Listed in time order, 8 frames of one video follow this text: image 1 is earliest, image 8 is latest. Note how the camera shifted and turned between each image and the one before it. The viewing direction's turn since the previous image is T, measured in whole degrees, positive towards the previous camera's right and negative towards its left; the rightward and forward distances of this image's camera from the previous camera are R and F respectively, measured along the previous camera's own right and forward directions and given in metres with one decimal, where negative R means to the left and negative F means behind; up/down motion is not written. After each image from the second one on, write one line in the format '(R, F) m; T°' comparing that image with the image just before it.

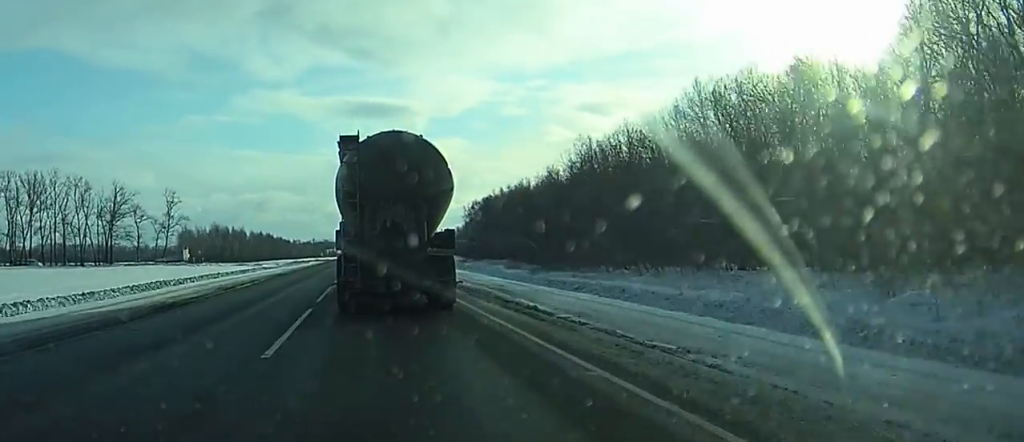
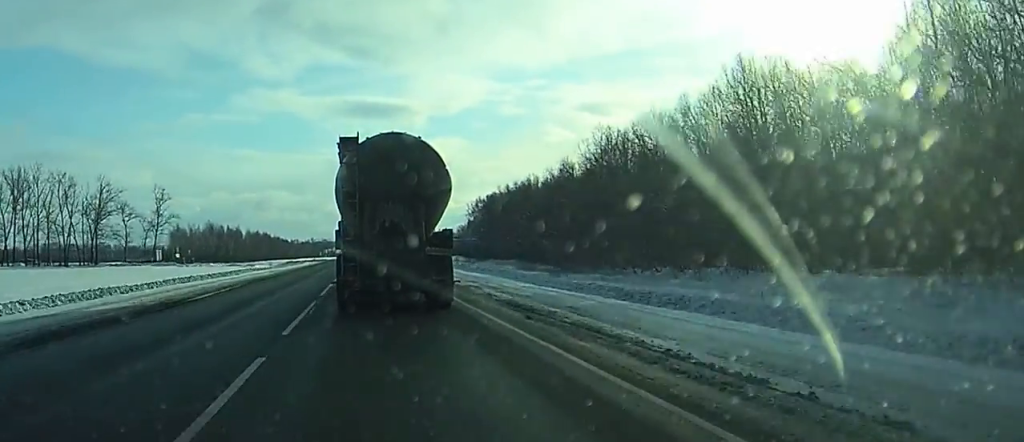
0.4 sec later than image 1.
(0.0, +9.1) m; 0°
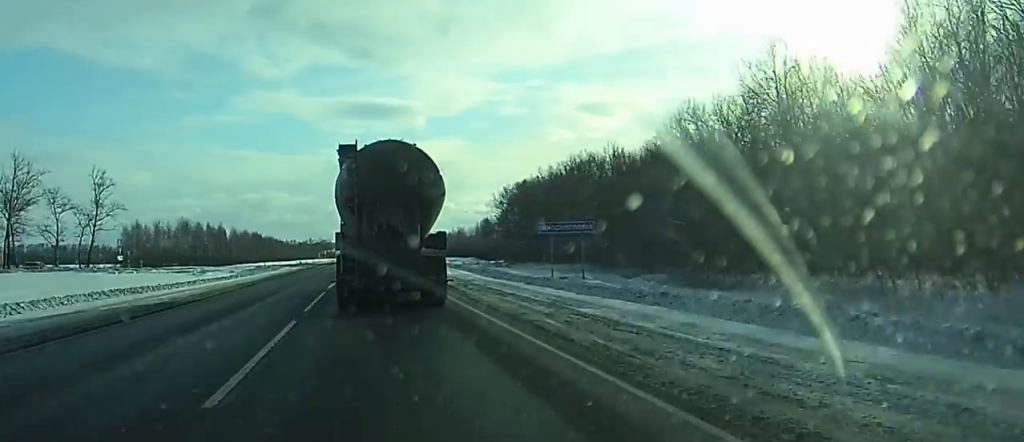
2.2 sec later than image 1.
(0.0, +42.3) m; 0°
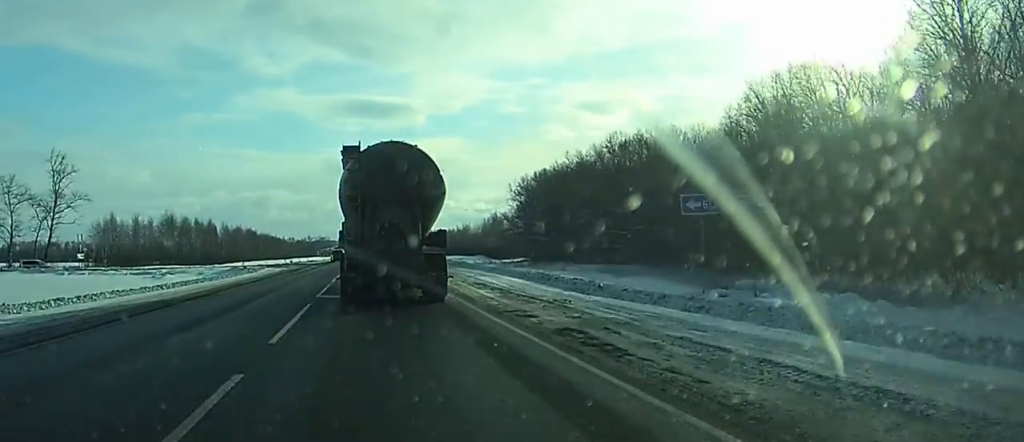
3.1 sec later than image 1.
(0.0, +19.4) m; 0°
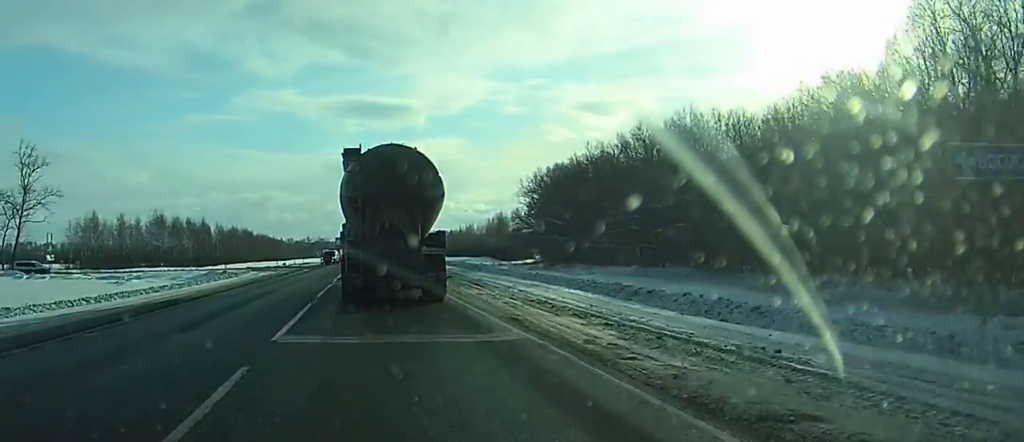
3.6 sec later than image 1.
(0.0, +11.6) m; 0°
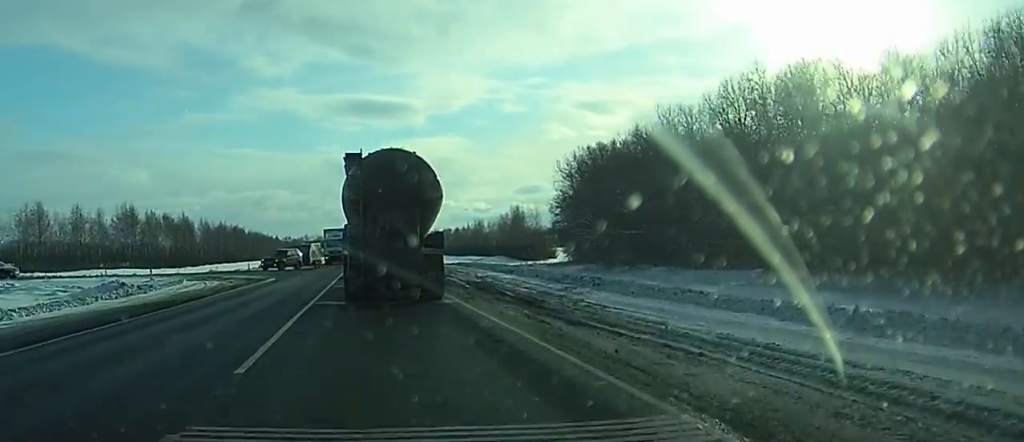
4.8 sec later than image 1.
(-0.1, +27.9) m; 0°
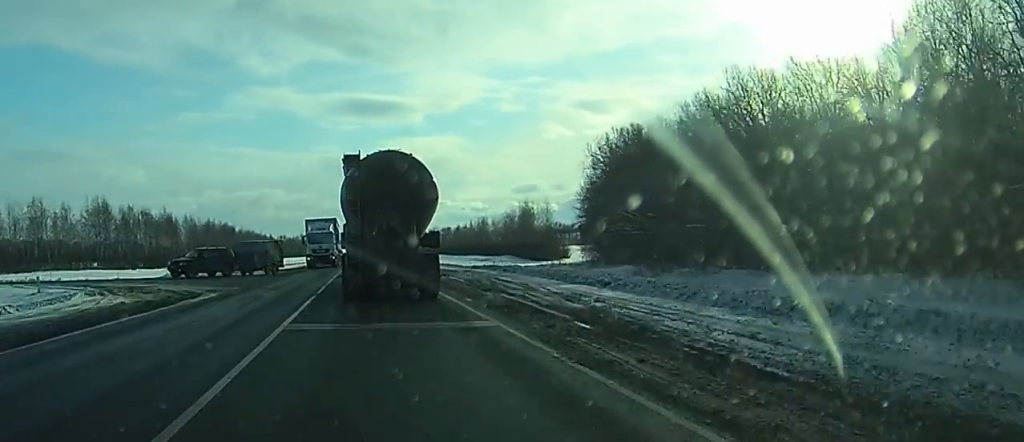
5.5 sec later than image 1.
(+0.1, +17.8) m; 0°
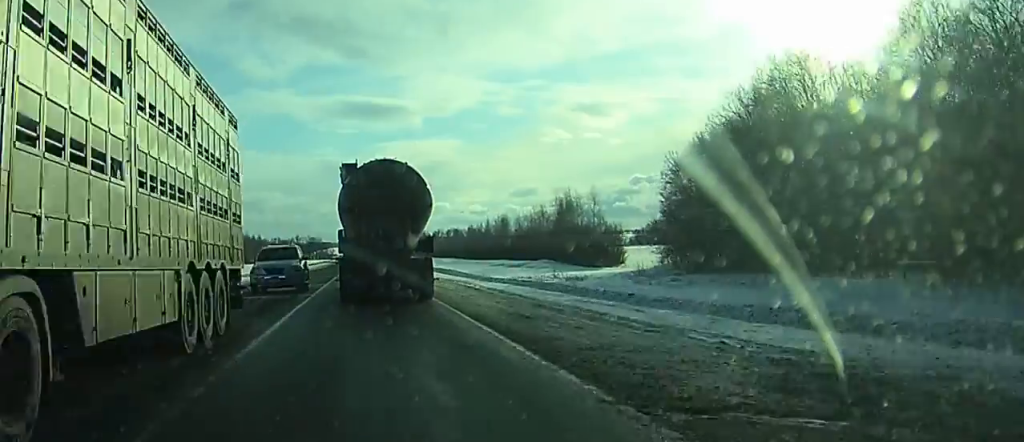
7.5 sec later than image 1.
(-0.1, +45.1) m; 0°
